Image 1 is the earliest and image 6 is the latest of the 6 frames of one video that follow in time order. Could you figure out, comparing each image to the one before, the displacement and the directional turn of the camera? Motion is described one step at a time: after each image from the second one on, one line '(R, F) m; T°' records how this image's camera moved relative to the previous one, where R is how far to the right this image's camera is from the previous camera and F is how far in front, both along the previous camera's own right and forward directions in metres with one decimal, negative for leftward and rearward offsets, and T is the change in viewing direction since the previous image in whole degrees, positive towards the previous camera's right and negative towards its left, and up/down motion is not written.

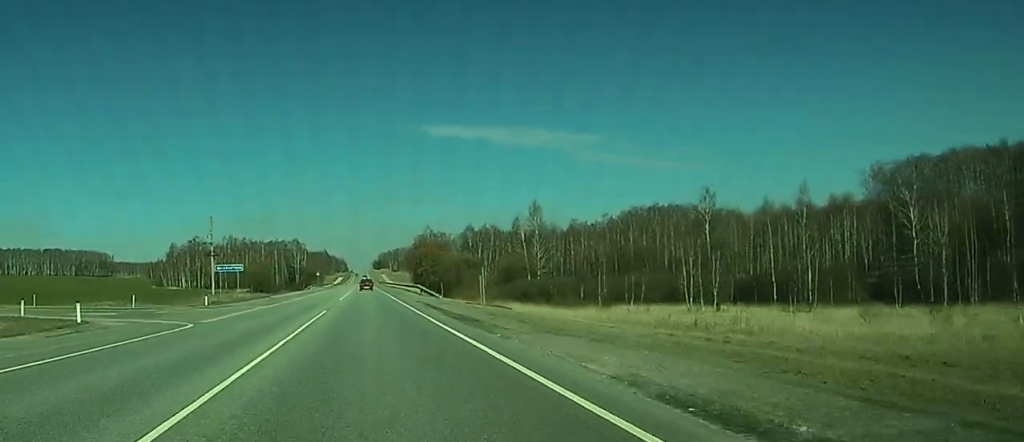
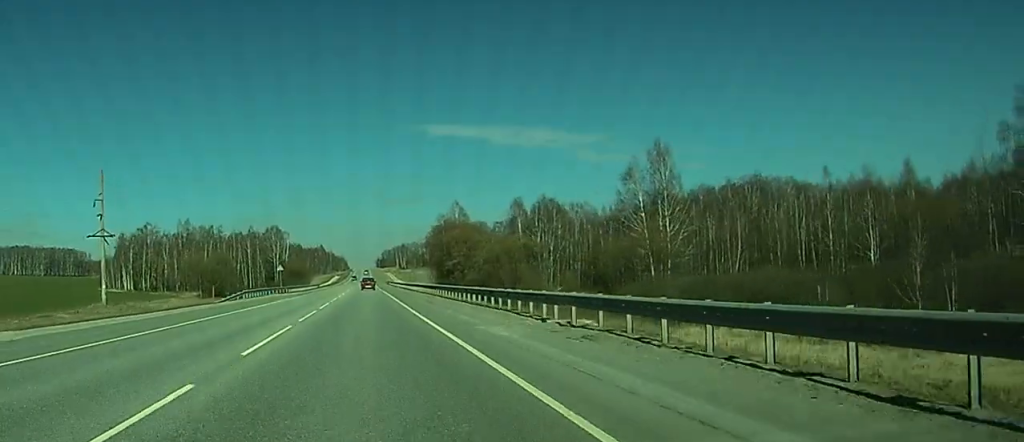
(+0.4, +88.0) m; 0°
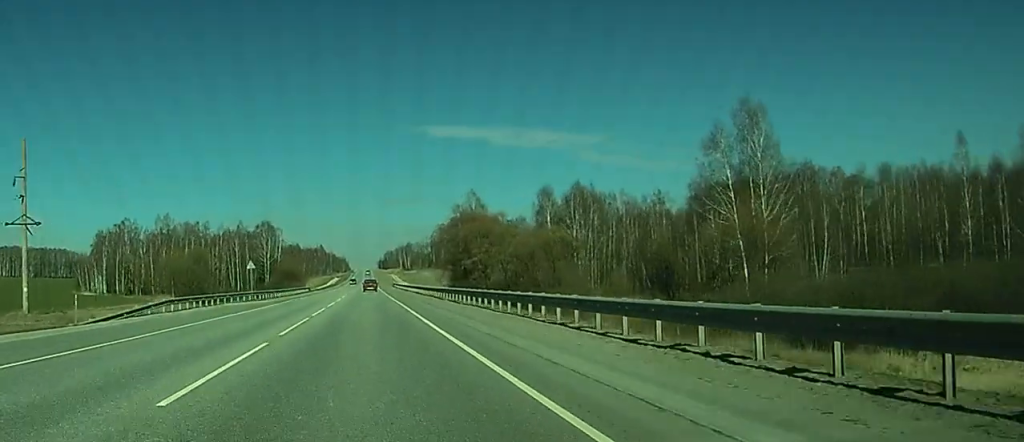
(0.0, +29.5) m; 0°
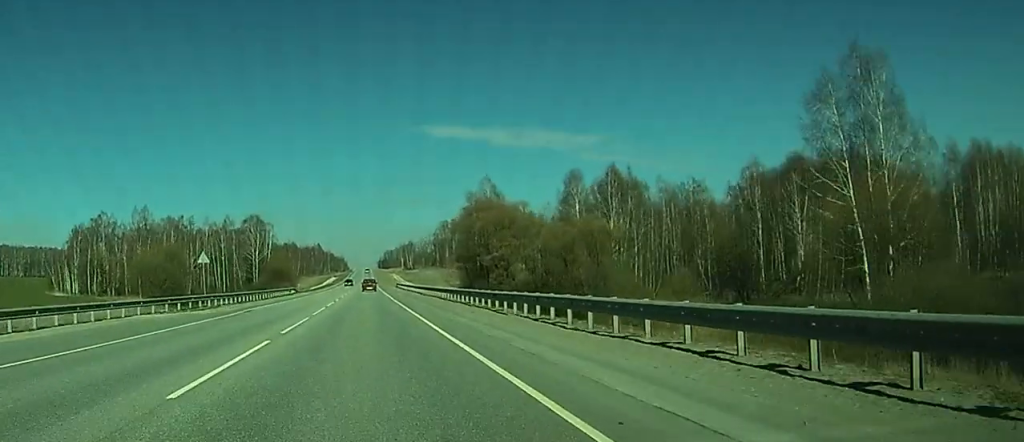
(0.0, +23.5) m; 0°
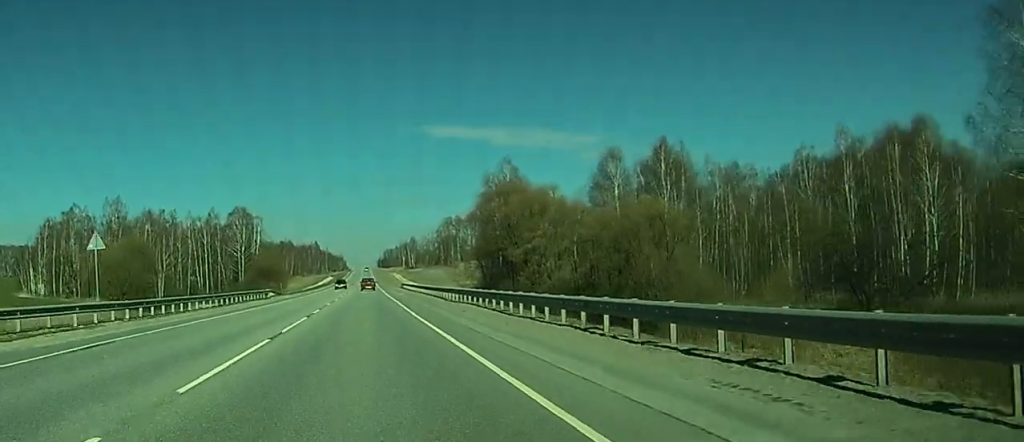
(0.0, +23.5) m; 0°
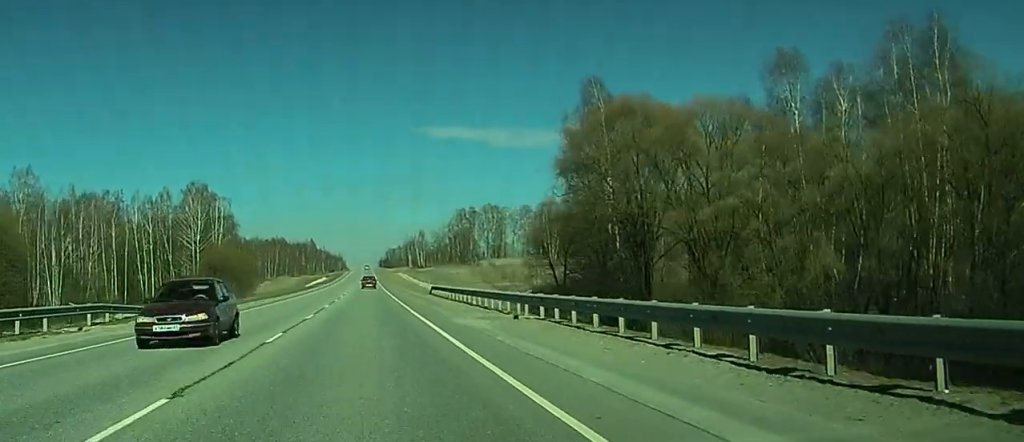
(0.0, +53.2) m; 0°
